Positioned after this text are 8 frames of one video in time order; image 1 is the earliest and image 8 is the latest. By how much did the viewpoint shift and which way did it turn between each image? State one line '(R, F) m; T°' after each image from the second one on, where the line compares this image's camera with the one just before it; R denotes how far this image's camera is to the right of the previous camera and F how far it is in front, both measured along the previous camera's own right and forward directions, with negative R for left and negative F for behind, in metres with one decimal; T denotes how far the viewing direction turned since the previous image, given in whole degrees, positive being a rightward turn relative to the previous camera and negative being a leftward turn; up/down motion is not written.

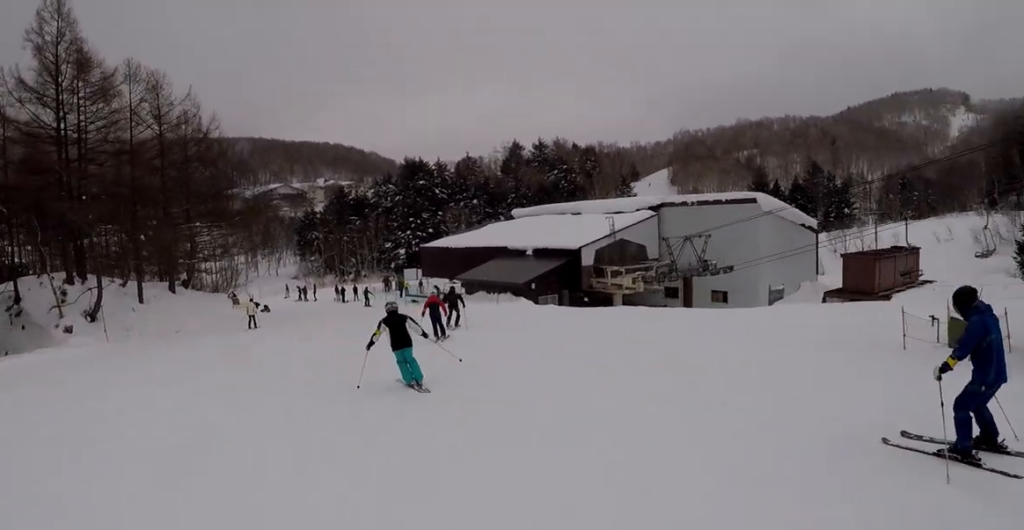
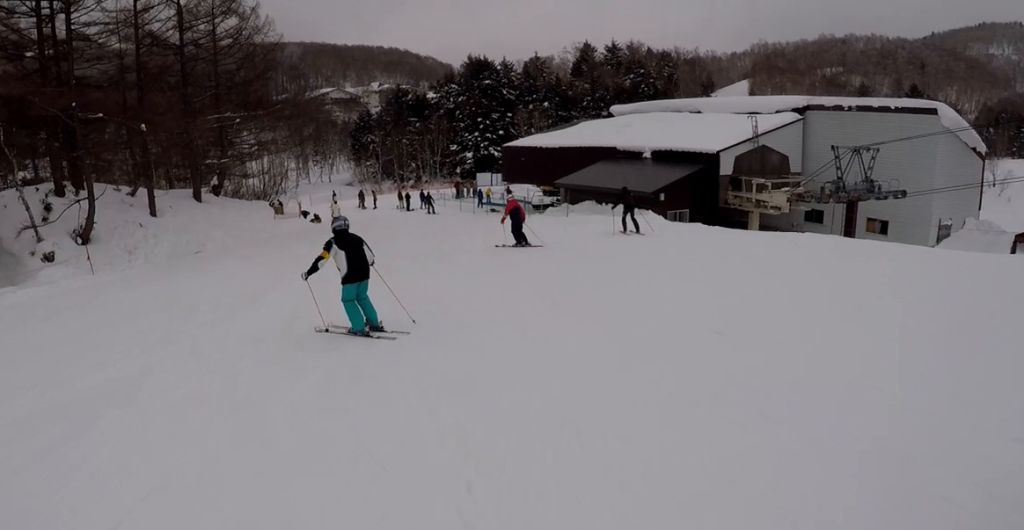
(-0.4, +8.8) m; -13°
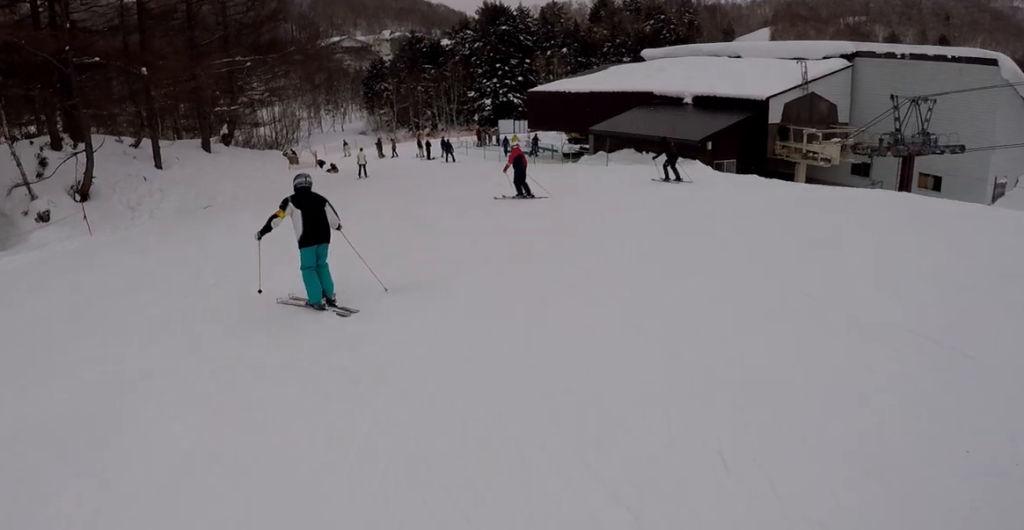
(-0.3, +2.2) m; +1°
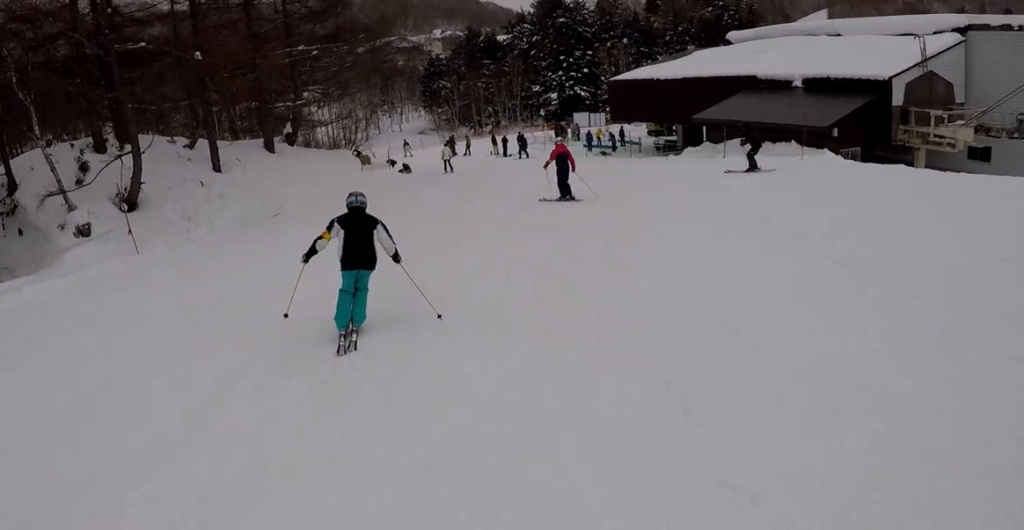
(-0.2, +3.7) m; +4°
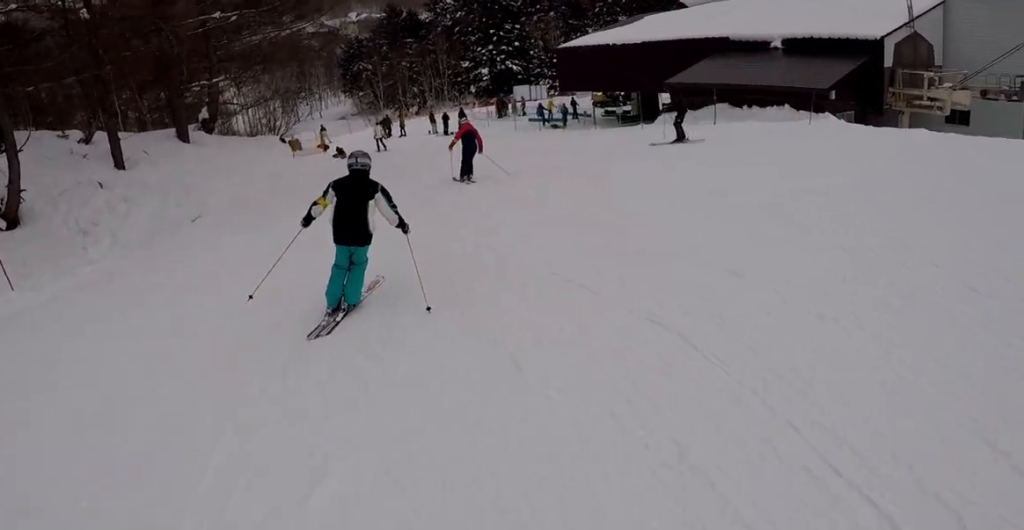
(+0.5, +3.7) m; +9°
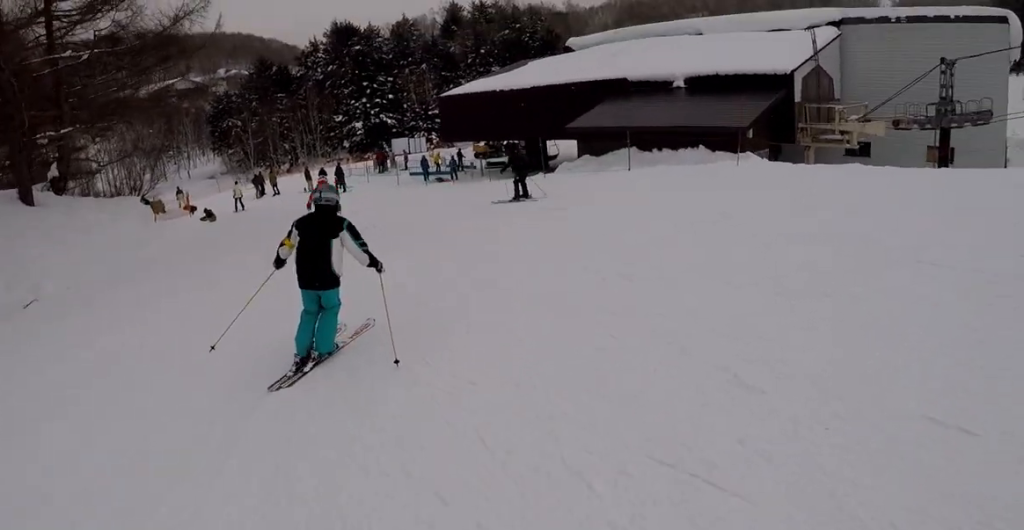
(+0.1, +2.9) m; +7°
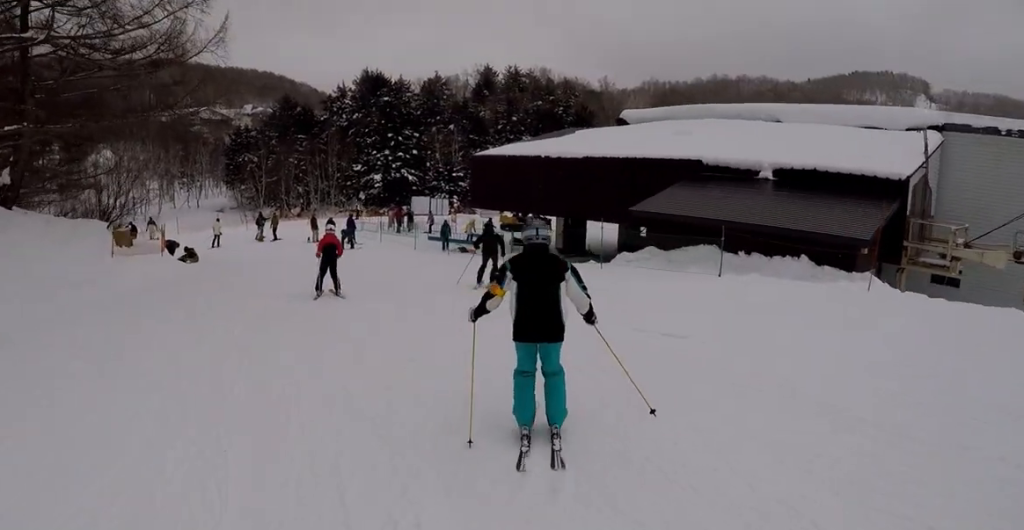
(+0.6, +4.9) m; -4°
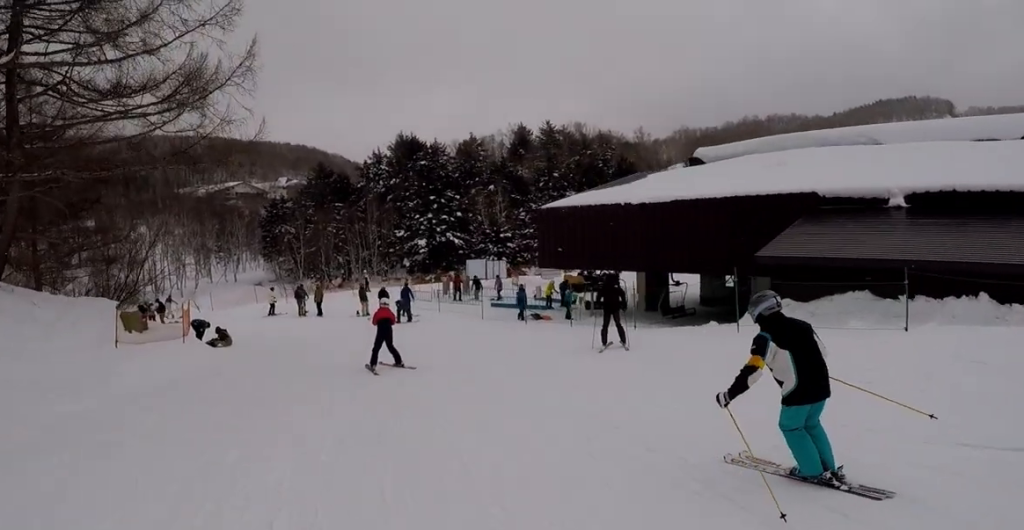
(-0.9, +4.5) m; -11°
